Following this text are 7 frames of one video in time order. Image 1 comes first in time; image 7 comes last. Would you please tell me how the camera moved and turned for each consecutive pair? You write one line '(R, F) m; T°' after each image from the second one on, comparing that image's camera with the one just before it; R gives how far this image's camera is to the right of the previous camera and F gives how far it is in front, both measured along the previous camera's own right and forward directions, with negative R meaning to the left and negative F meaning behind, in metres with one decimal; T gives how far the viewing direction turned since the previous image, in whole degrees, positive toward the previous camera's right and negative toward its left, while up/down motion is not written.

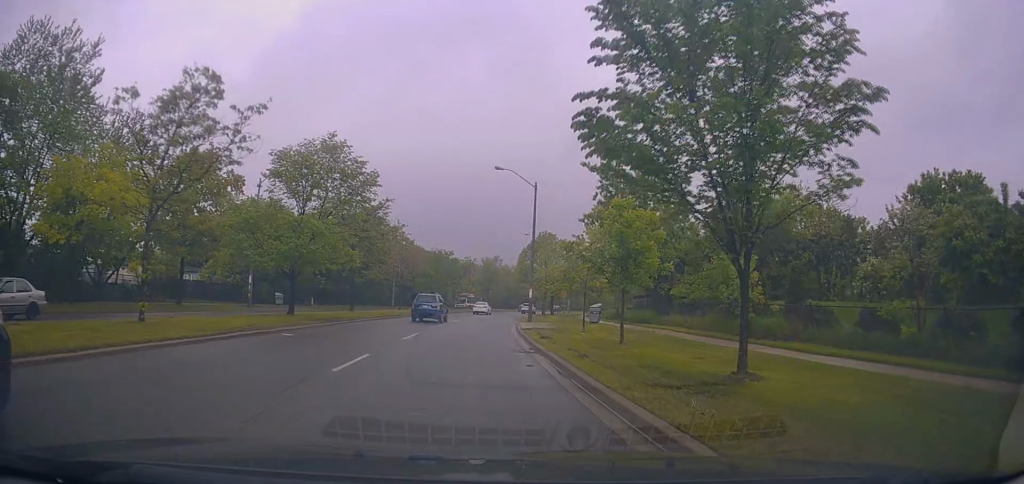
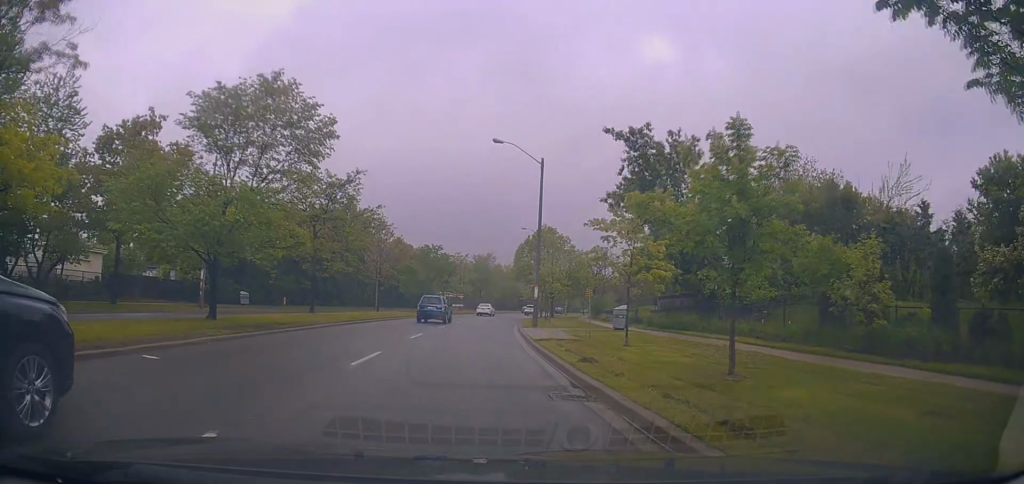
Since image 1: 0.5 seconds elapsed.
(0.0, +7.3) m; 0°
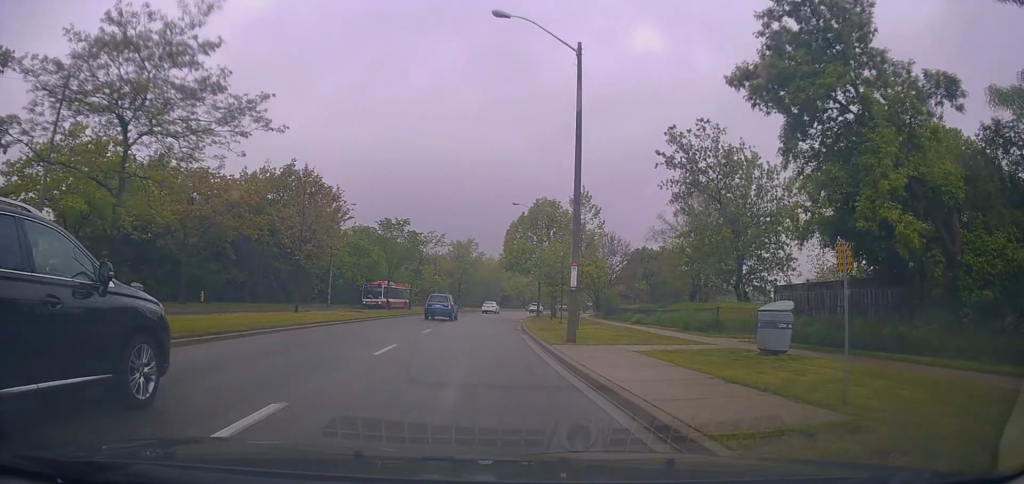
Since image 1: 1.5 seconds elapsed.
(-0.2, +16.1) m; +1°
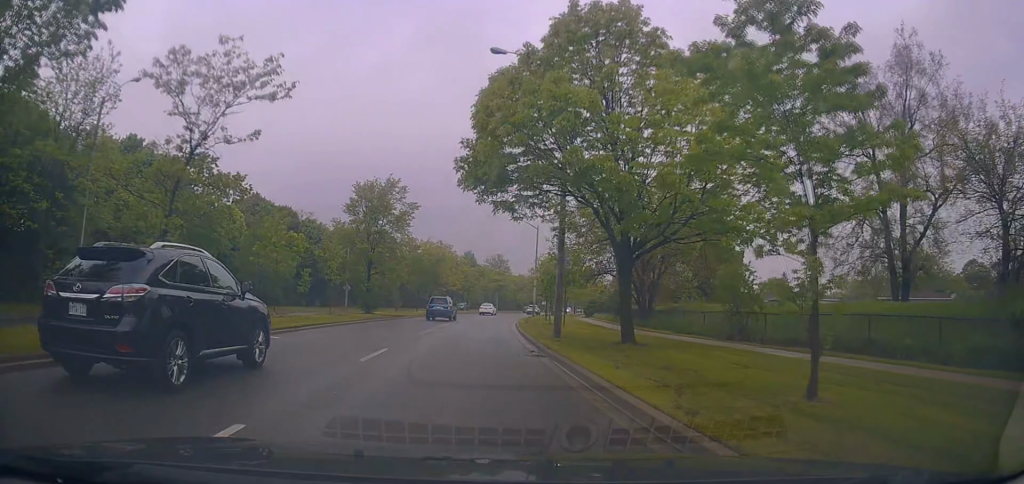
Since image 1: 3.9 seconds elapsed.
(+2.6, +36.1) m; +7°
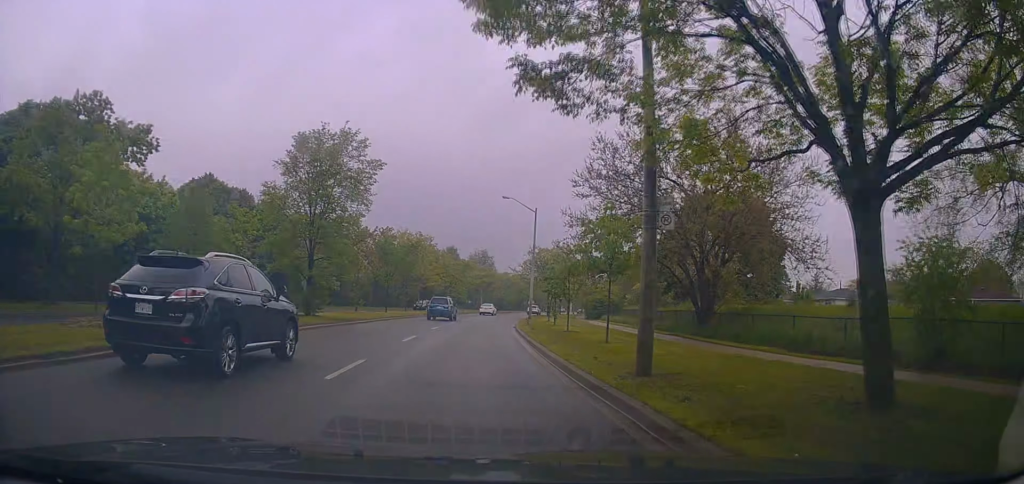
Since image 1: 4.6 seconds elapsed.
(+0.2, +11.2) m; +2°
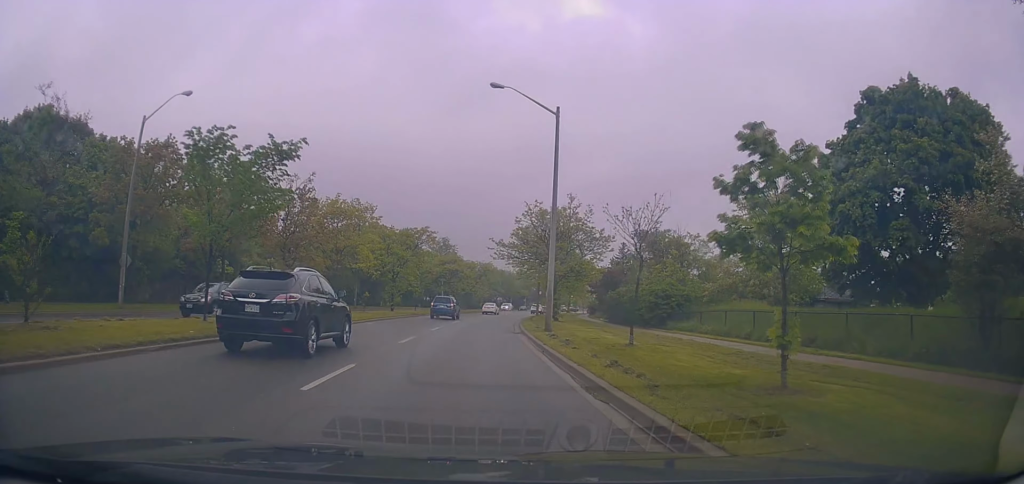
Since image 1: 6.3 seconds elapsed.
(+0.9, +27.5) m; +4°
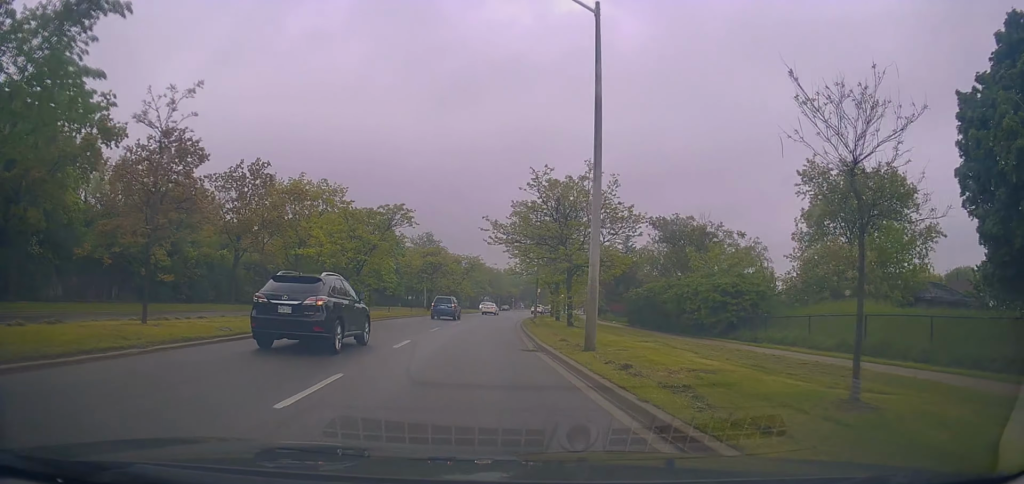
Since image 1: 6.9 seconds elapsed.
(-0.2, +10.2) m; +2°
